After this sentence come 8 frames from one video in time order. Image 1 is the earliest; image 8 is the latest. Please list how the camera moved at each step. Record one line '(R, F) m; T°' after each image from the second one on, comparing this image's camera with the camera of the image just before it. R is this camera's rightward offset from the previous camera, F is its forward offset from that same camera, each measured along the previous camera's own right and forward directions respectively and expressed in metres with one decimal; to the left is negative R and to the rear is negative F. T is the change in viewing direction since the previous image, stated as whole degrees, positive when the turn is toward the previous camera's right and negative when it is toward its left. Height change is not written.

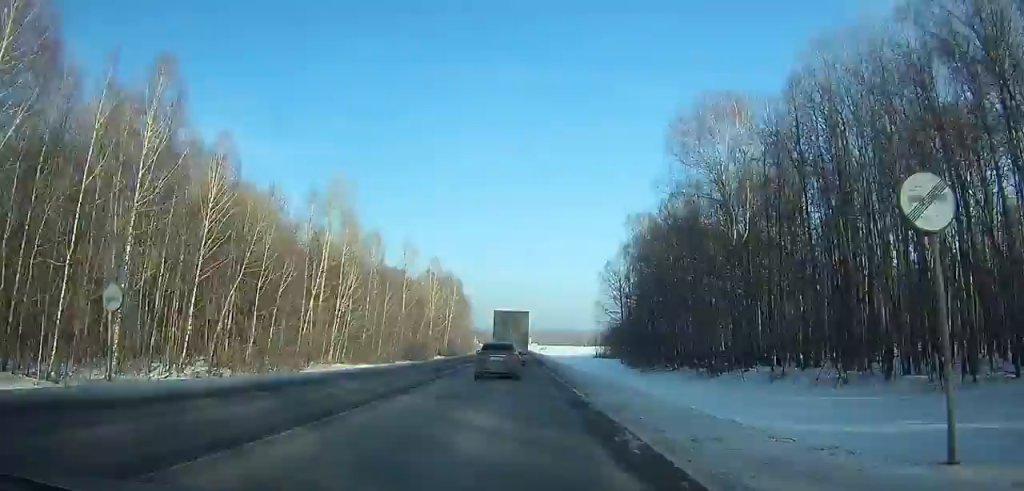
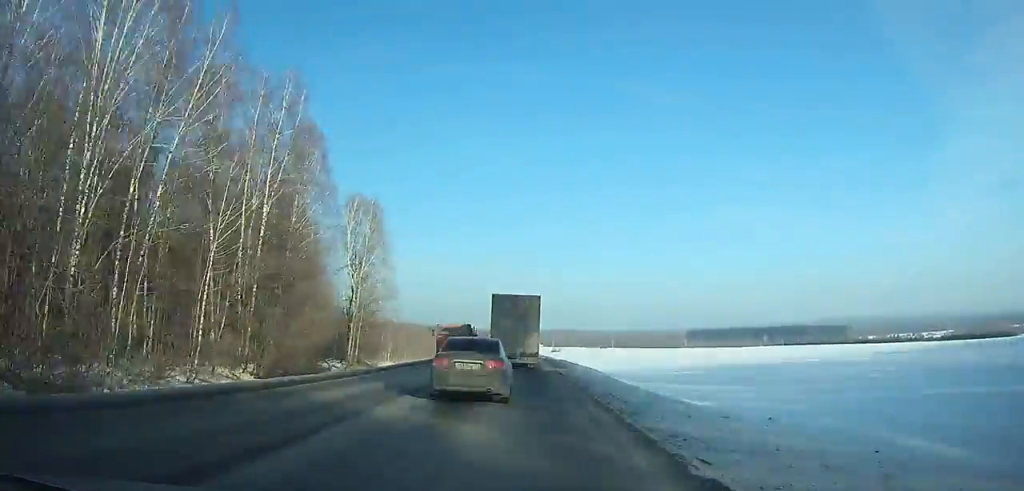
(-1.1, +149.1) m; -1°
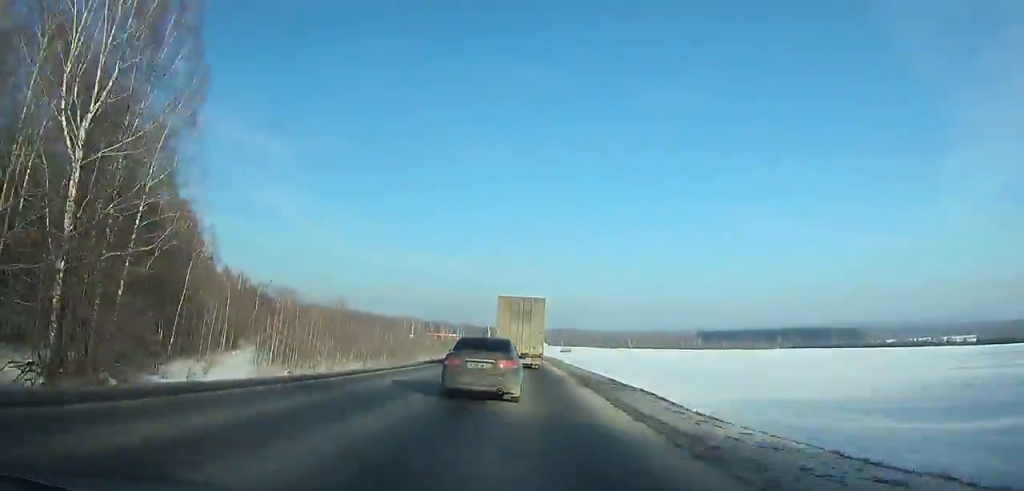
(-0.2, +54.8) m; 0°
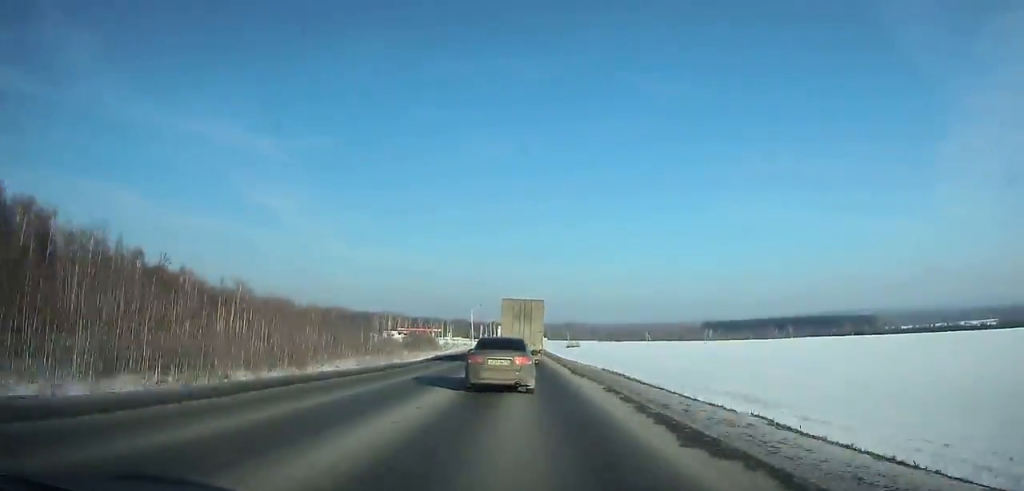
(+0.1, +61.6) m; 0°
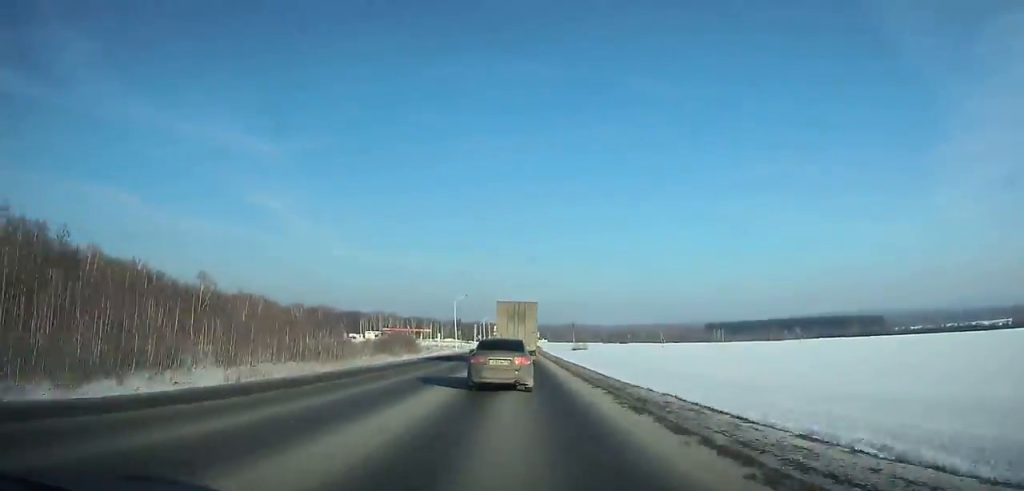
(0.0, +35.6) m; 0°
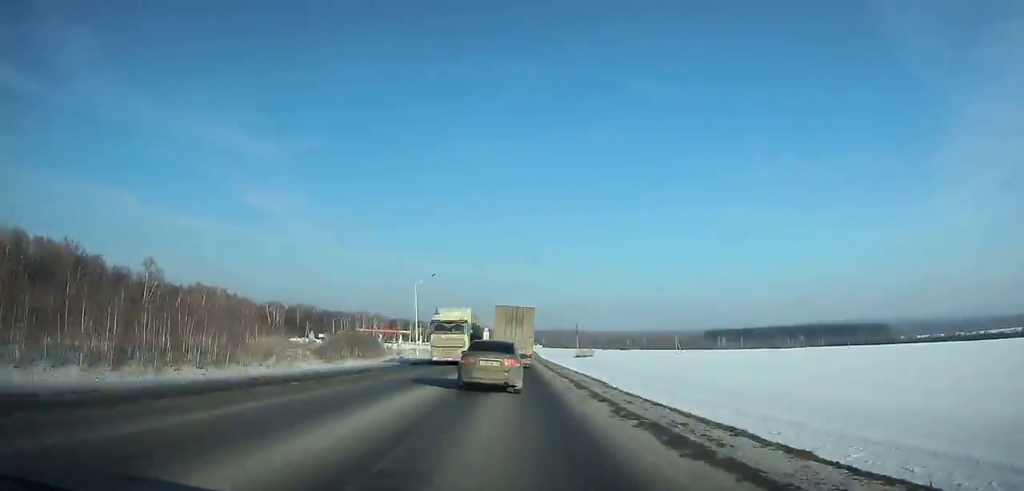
(0.0, +37.3) m; 0°
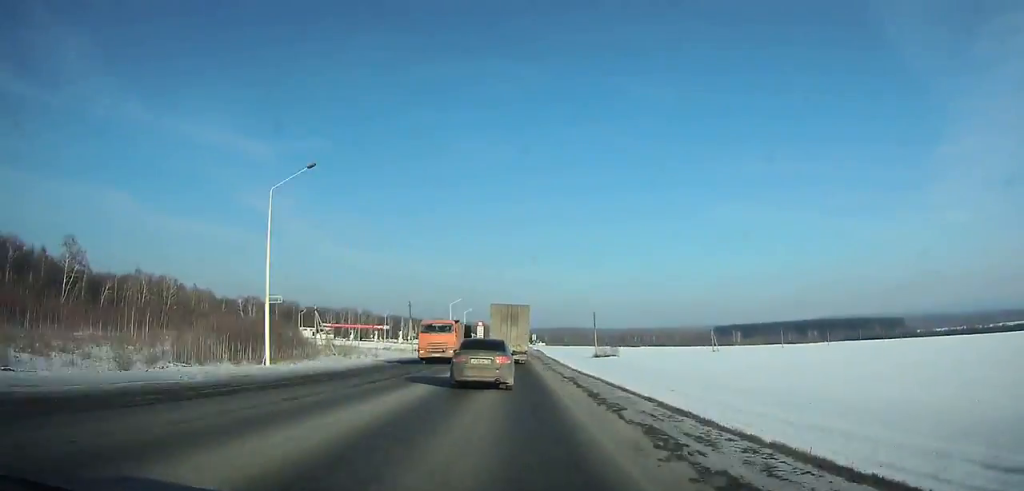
(0.0, +45.3) m; 0°
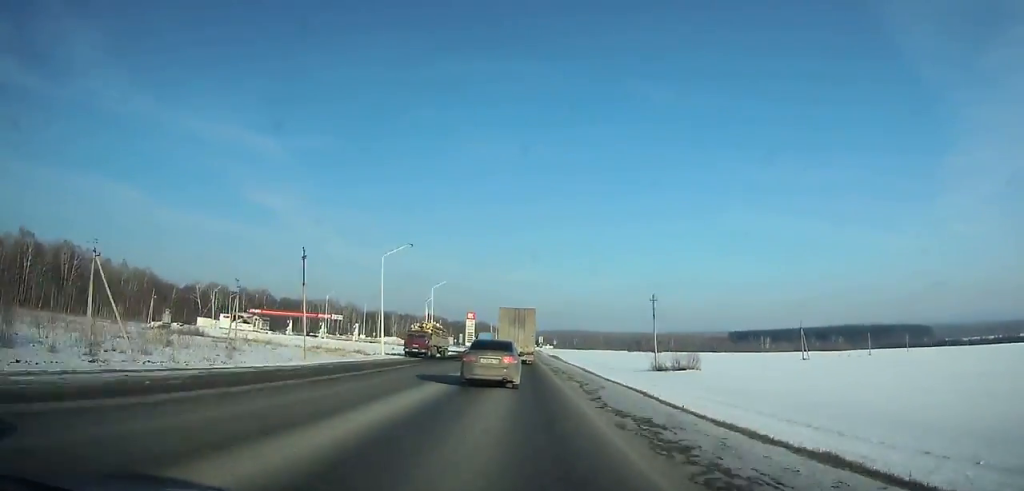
(+0.1, +63.4) m; +1°
